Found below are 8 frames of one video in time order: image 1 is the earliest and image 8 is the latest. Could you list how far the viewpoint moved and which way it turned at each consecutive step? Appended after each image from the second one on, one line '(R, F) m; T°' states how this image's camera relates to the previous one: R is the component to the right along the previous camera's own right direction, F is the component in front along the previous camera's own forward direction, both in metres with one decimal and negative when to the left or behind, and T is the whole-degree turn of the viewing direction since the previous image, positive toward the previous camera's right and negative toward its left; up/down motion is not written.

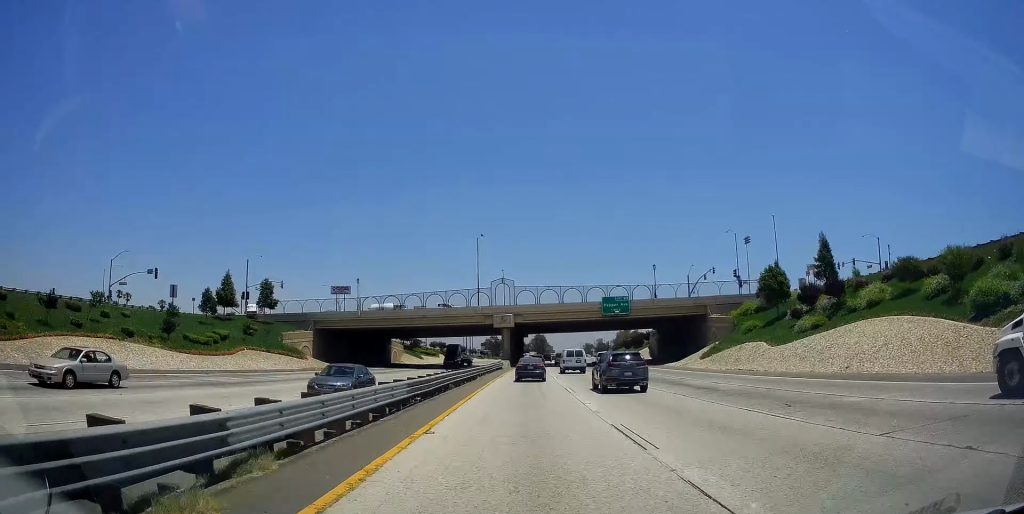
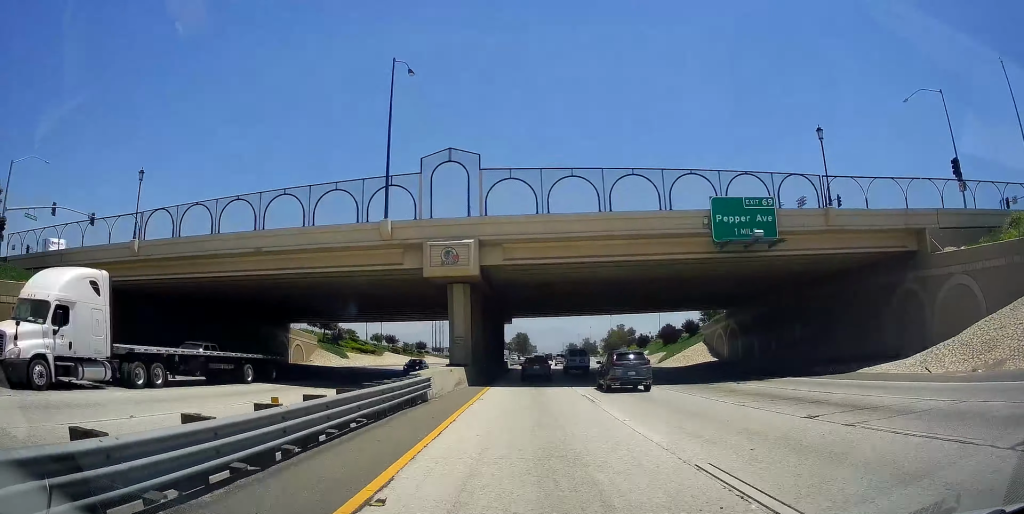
(+0.4, +48.4) m; +2°
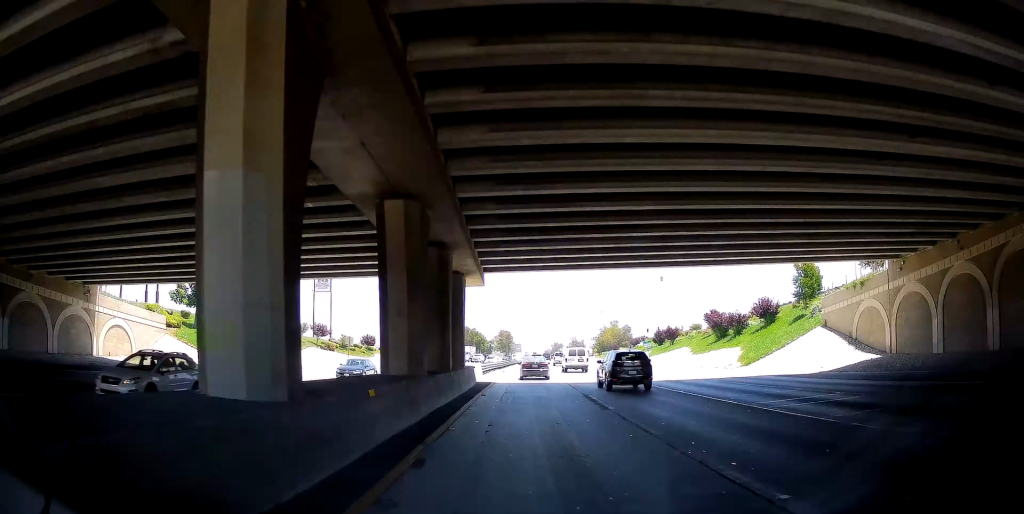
(+0.7, +36.5) m; +2°
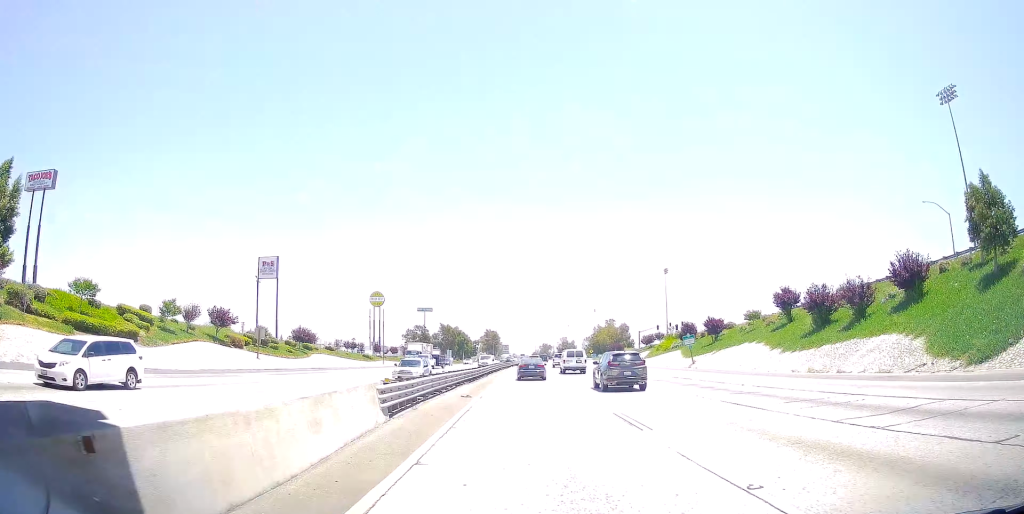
(+0.3, +28.8) m; +1°
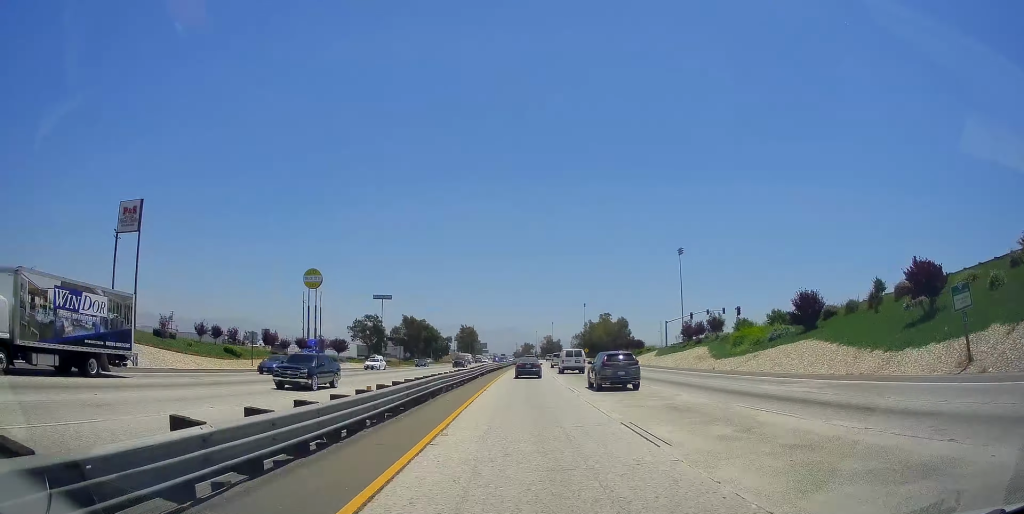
(+0.7, +45.0) m; +2°
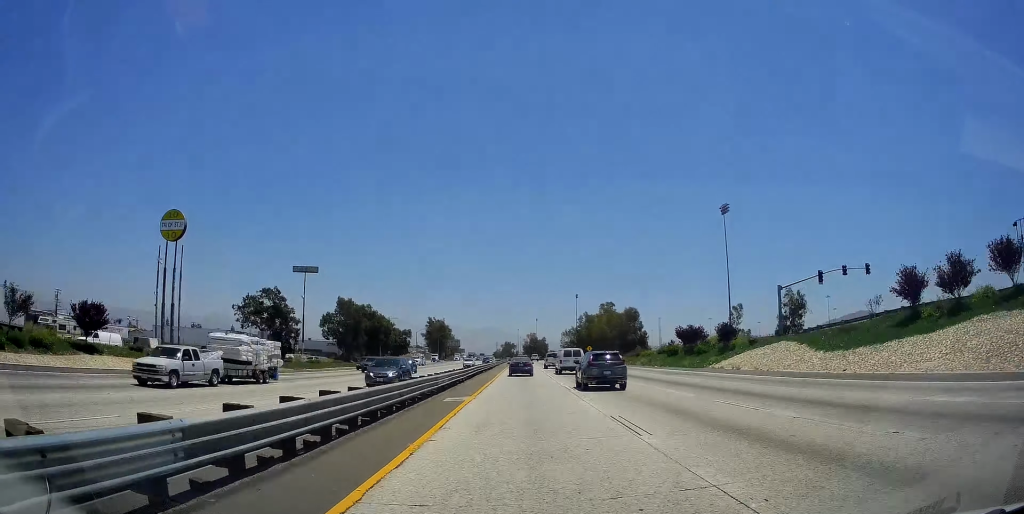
(+1.3, +54.7) m; +2°
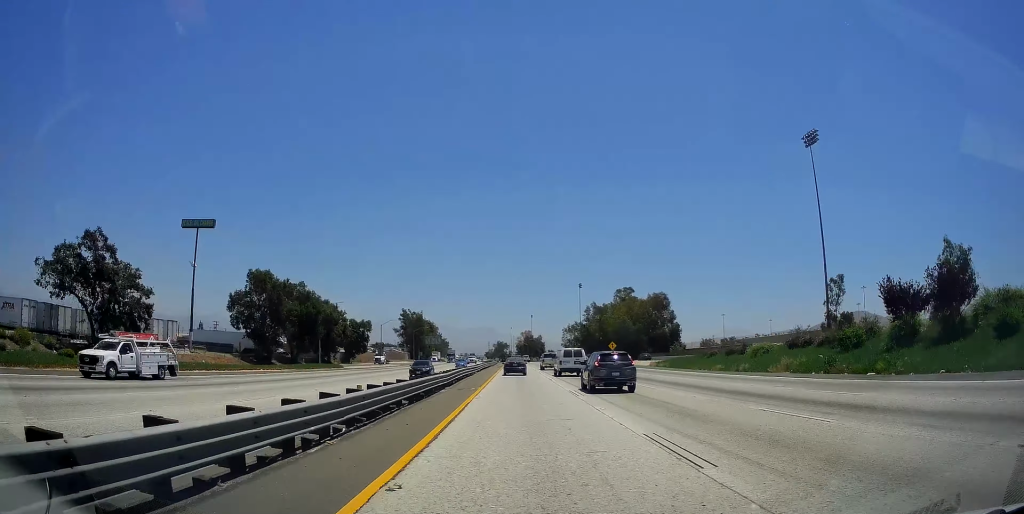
(+0.3, +47.0) m; 0°
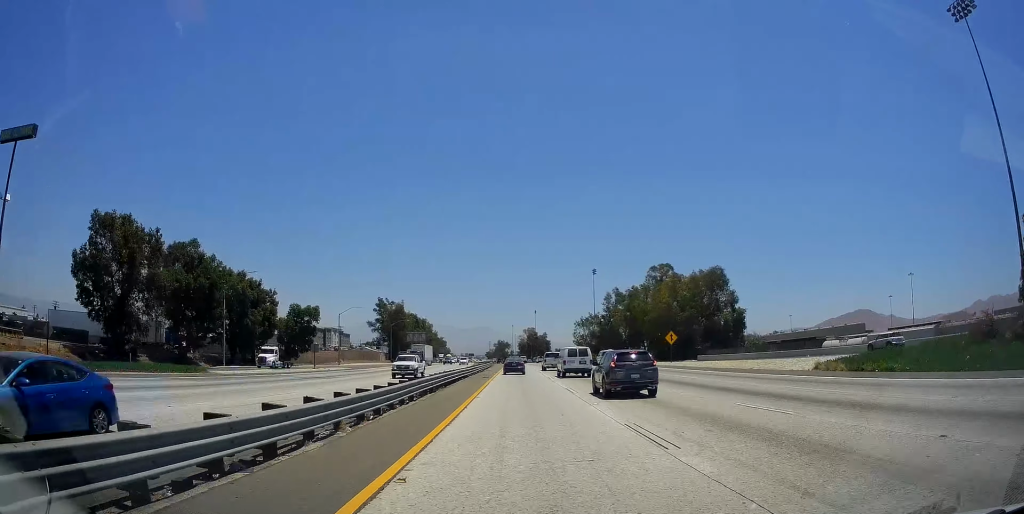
(+0.1, +41.9) m; 0°
